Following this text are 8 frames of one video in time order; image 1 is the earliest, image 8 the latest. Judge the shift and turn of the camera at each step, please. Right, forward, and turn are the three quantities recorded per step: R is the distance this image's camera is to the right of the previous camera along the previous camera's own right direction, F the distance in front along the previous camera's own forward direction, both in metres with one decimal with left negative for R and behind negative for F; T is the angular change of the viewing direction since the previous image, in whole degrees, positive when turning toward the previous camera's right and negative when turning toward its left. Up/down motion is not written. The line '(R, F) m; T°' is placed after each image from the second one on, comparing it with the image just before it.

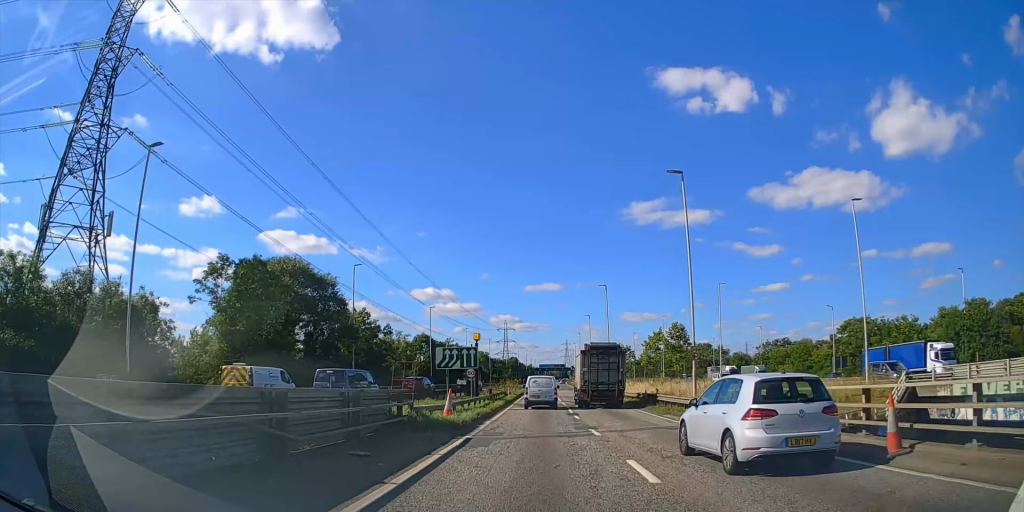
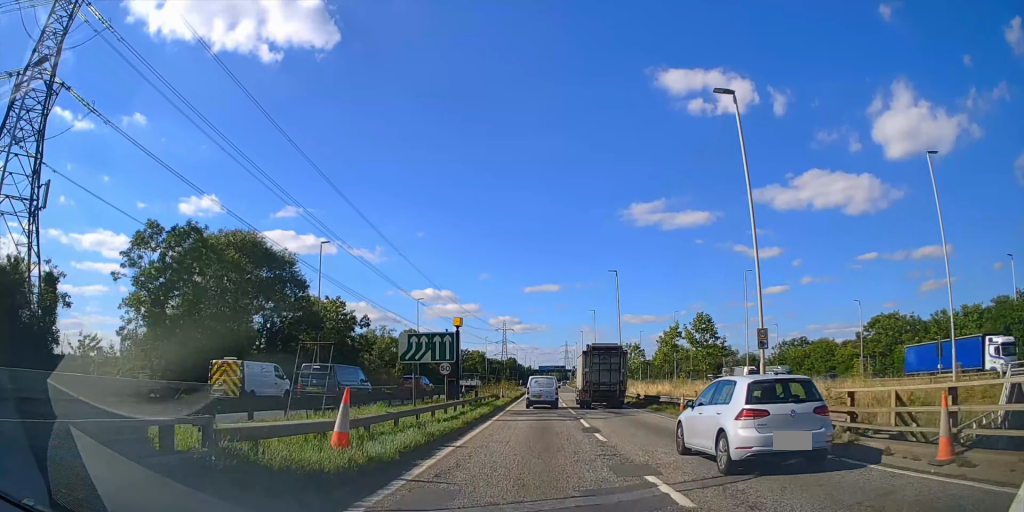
(0.0, +9.9) m; 0°
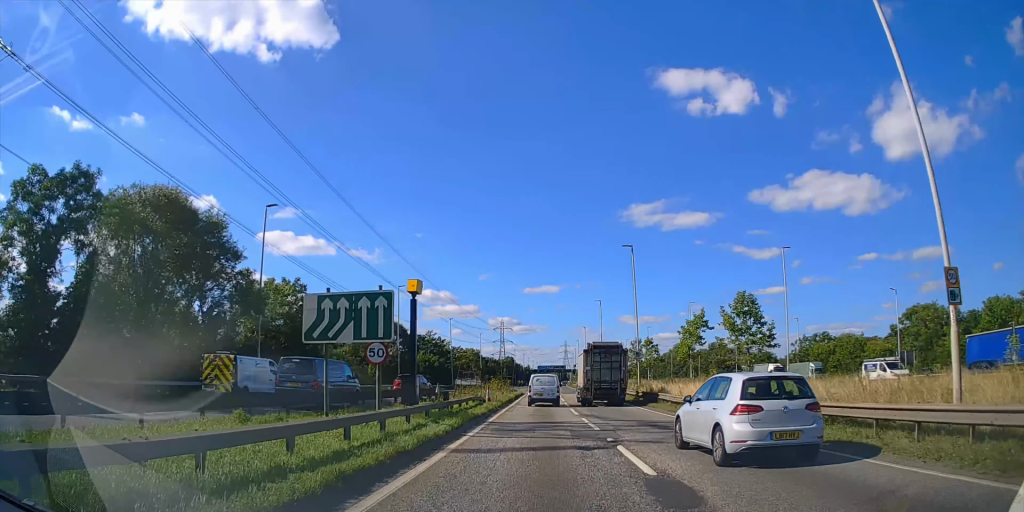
(0.0, +11.1) m; 0°
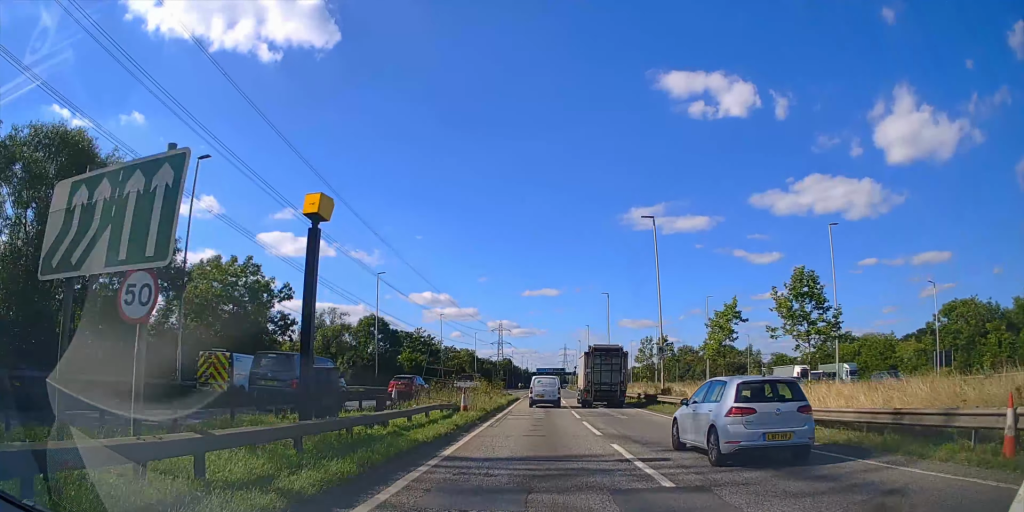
(0.0, +9.0) m; 0°
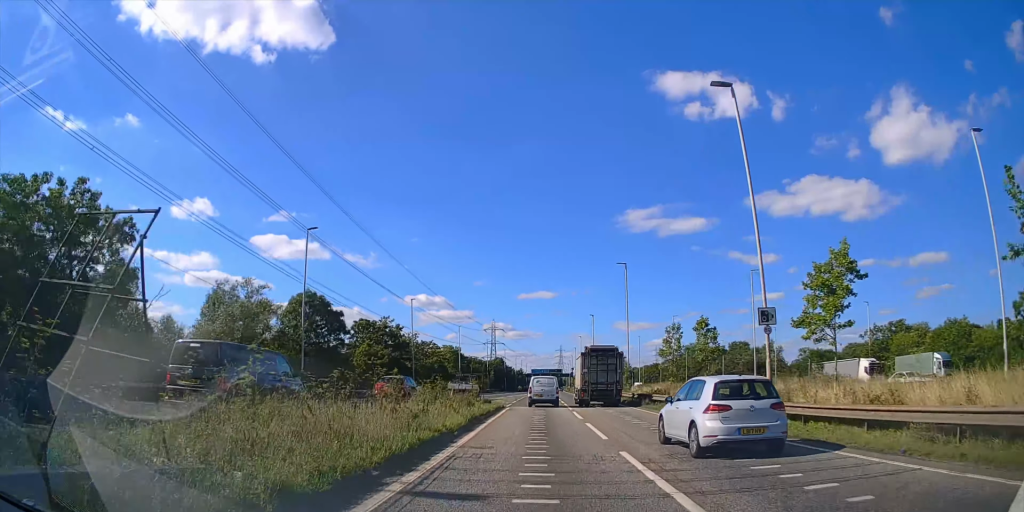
(0.0, +19.9) m; 0°
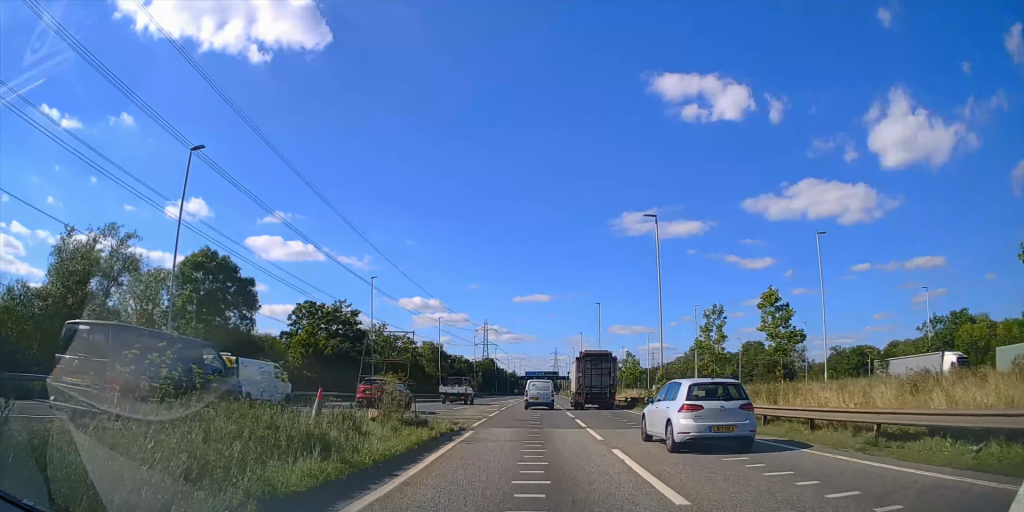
(+0.1, +16.4) m; 0°
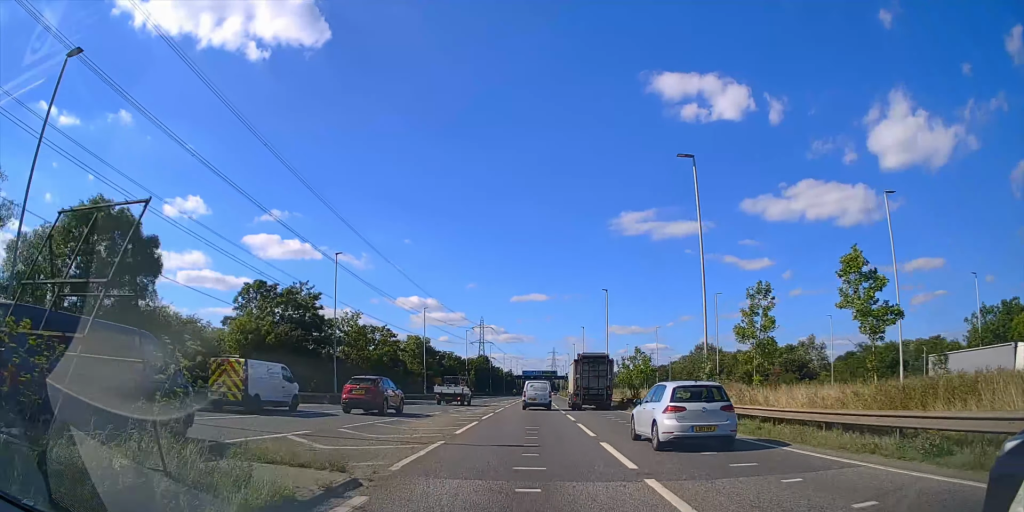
(0.0, +10.9) m; 0°
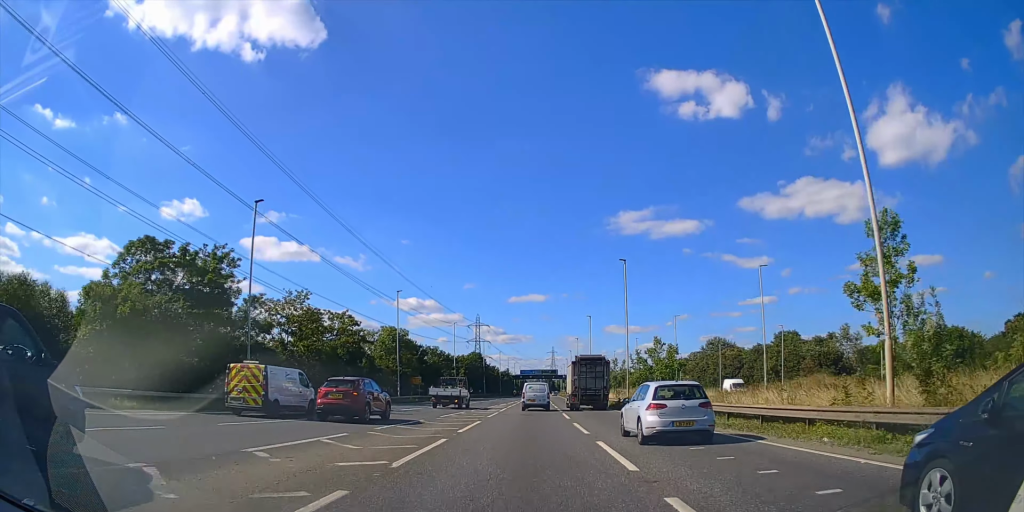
(0.0, +15.8) m; 0°
